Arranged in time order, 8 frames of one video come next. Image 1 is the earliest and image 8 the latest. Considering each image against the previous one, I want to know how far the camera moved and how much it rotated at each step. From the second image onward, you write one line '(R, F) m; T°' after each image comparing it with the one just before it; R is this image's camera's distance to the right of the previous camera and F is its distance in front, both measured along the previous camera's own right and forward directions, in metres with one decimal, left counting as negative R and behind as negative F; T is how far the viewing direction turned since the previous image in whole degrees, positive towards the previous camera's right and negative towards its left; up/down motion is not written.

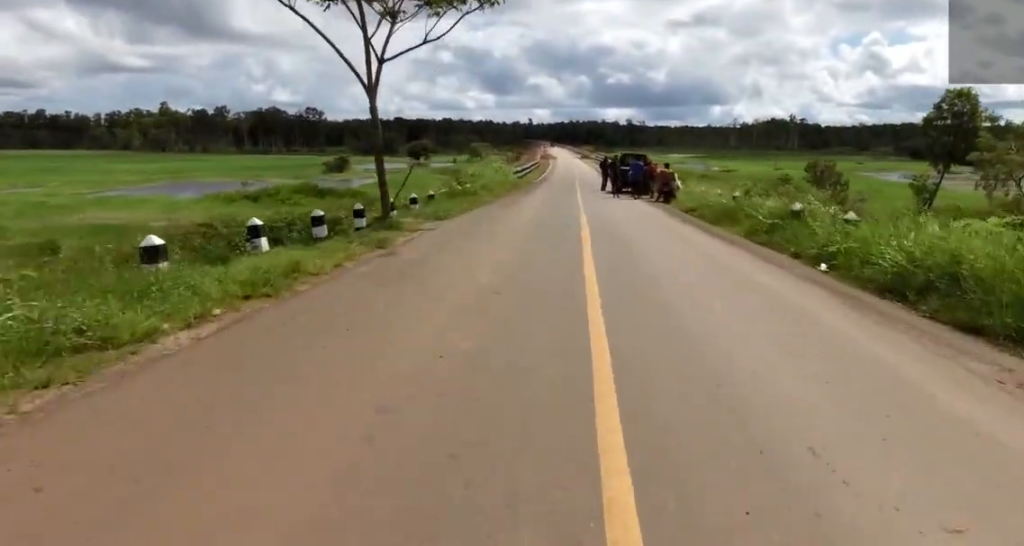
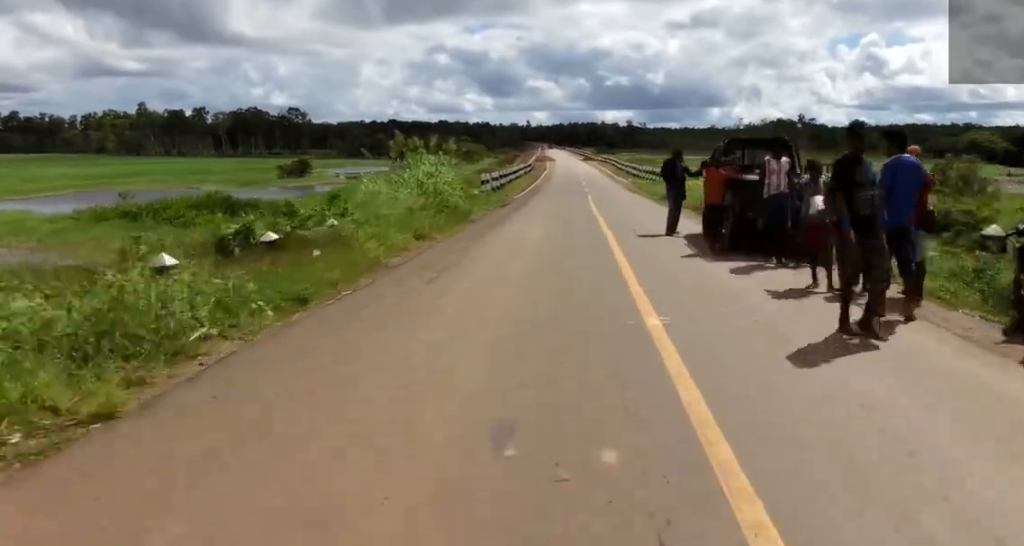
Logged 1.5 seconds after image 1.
(-0.1, +21.6) m; +1°
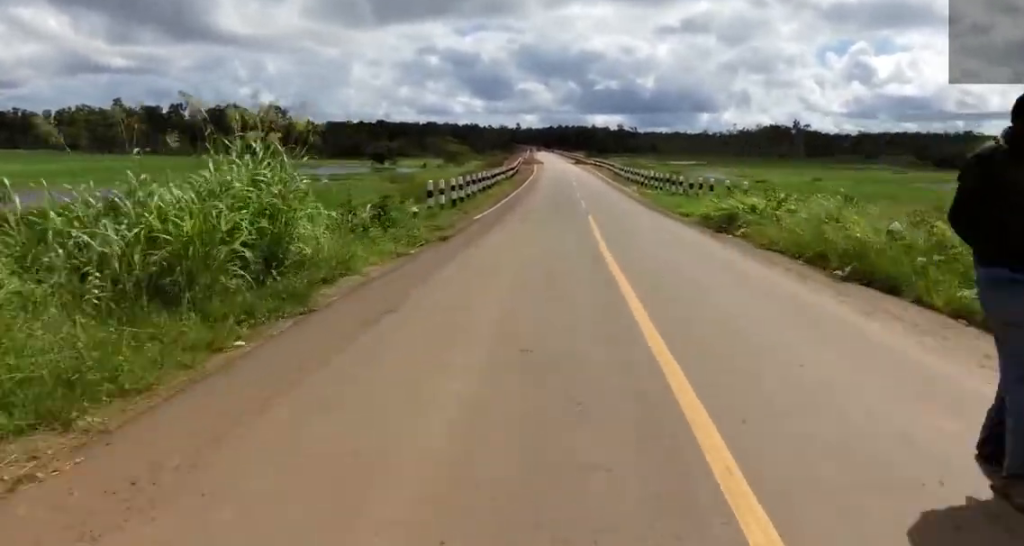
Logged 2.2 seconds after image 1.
(+0.4, +11.0) m; 0°
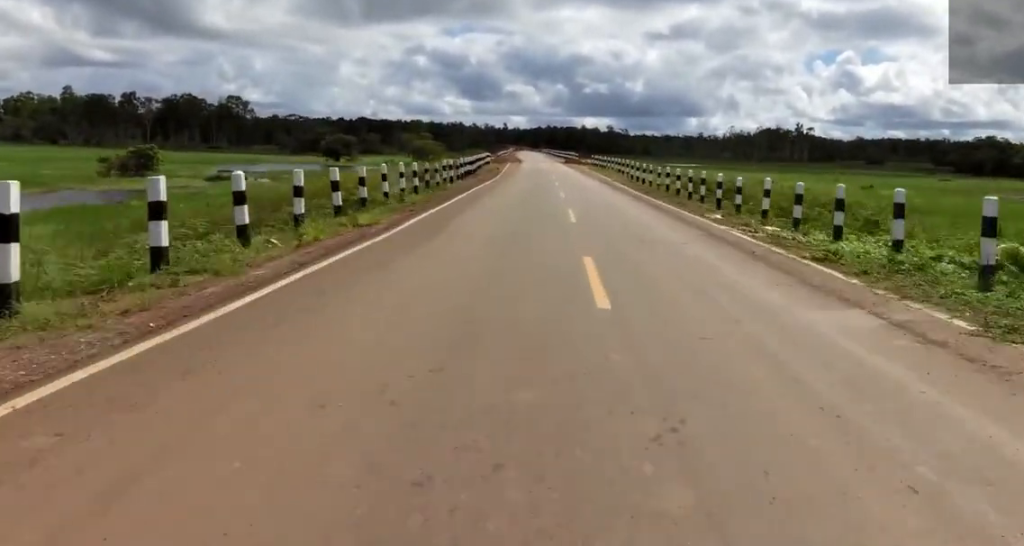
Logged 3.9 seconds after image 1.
(-0.4, +27.7) m; 0°
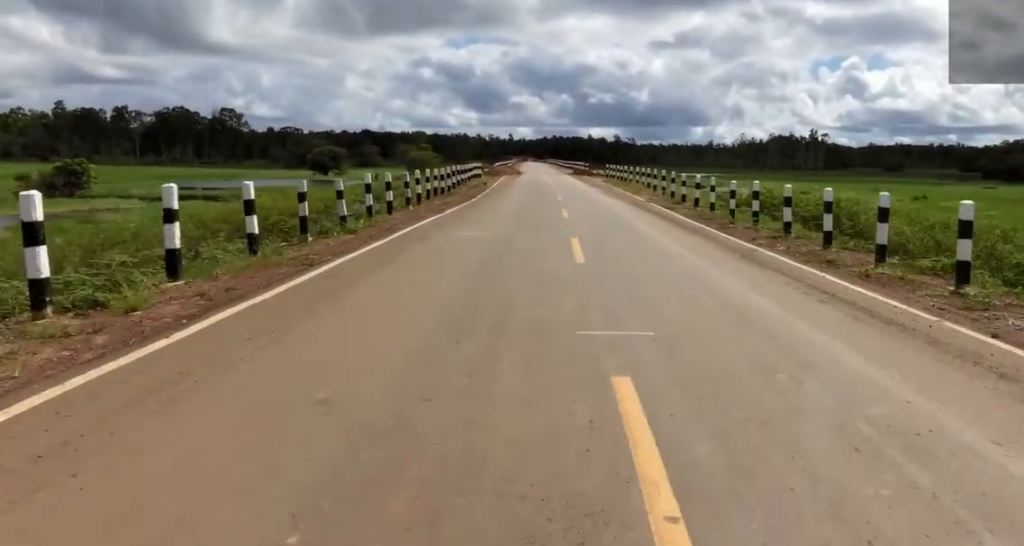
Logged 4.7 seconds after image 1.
(+0.2, +13.1) m; +1°
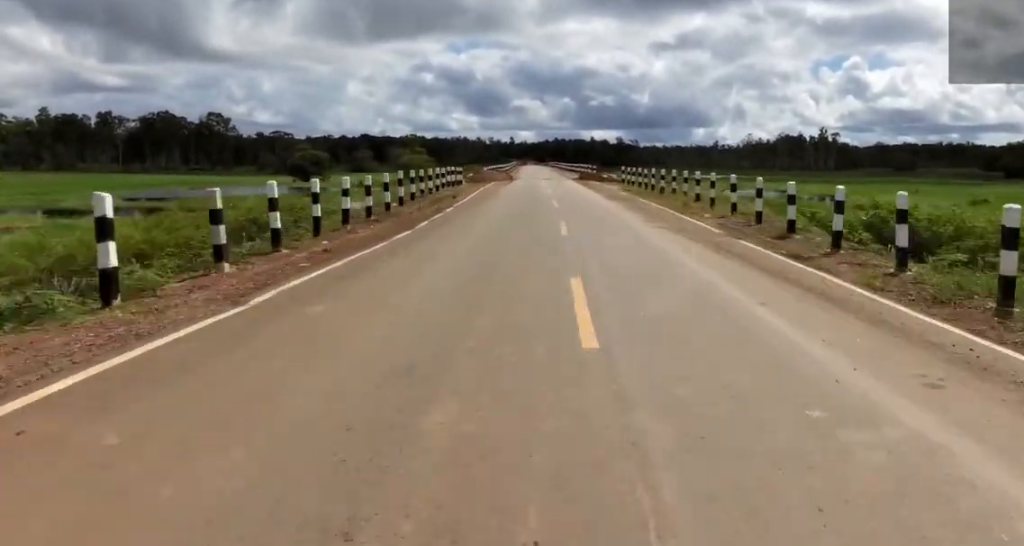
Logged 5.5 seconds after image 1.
(+0.1, +12.6) m; 0°
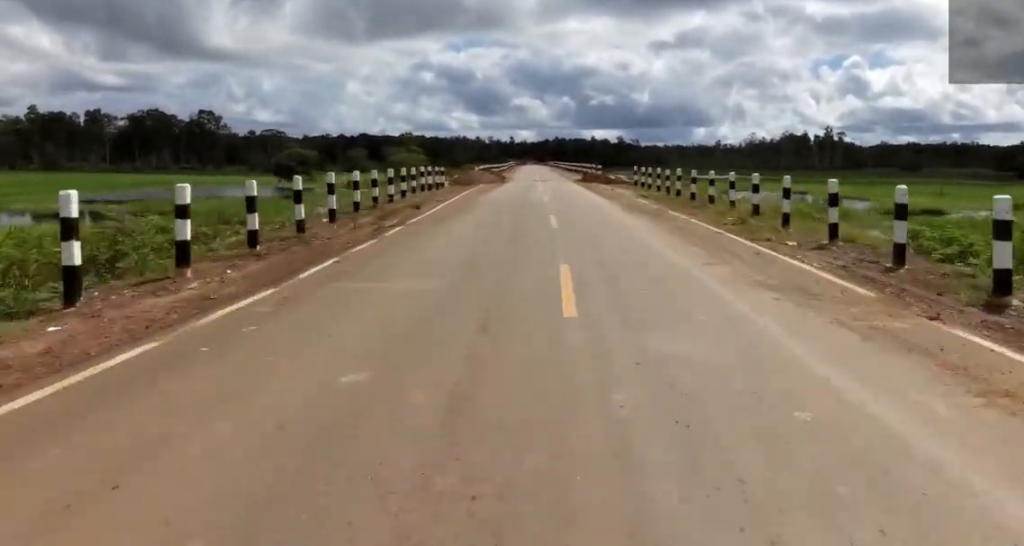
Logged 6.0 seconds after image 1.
(-0.1, +7.4) m; -1°
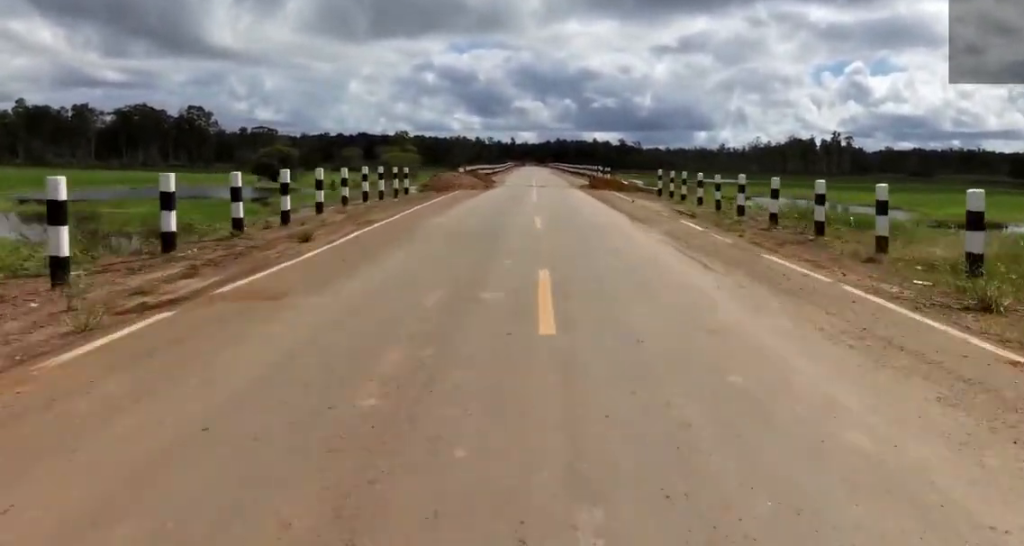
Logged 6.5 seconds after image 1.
(0.0, +7.7) m; -1°
